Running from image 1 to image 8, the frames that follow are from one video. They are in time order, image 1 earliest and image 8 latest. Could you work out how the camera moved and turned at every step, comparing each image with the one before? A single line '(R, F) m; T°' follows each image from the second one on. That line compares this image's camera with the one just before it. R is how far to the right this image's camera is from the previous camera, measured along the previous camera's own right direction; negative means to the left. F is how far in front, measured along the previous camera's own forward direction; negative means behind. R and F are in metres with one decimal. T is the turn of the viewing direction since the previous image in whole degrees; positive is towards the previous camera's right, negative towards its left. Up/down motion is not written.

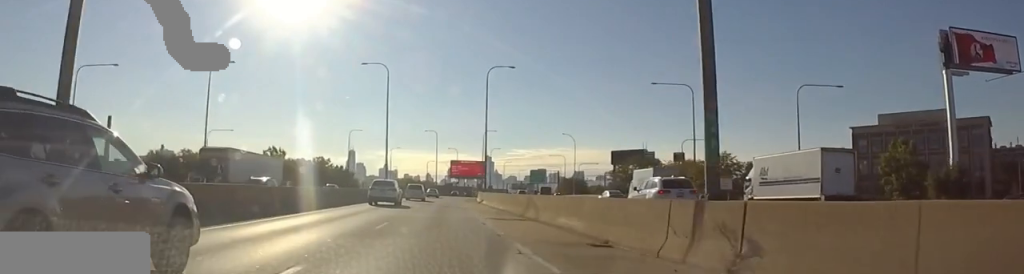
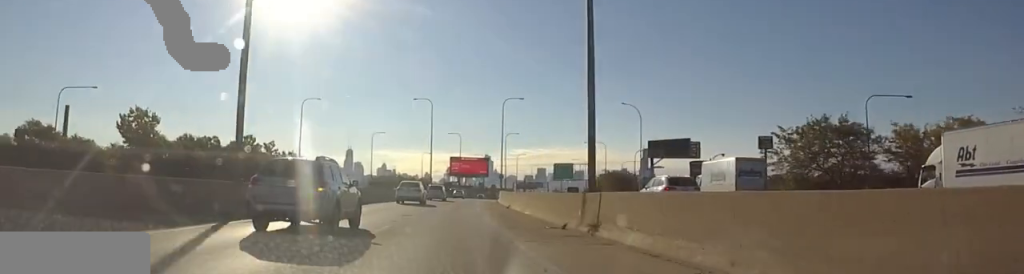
(+0.1, +50.8) m; +1°
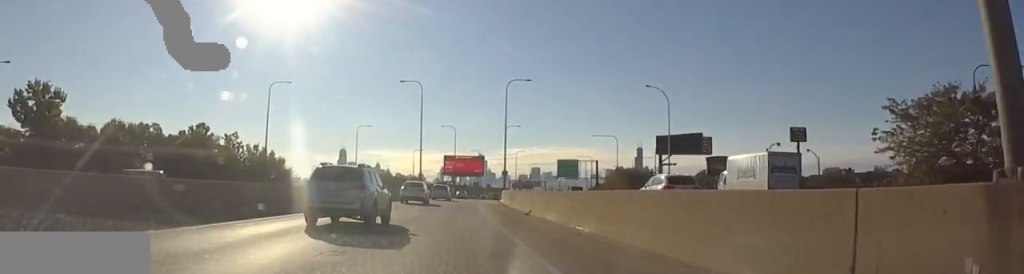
(+0.1, +15.3) m; +1°
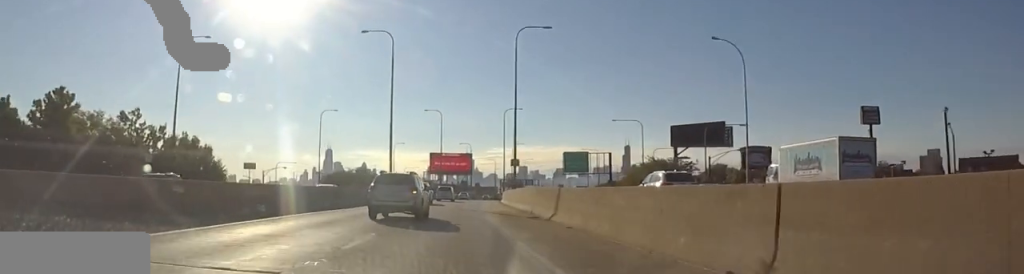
(+0.1, +25.7) m; +2°
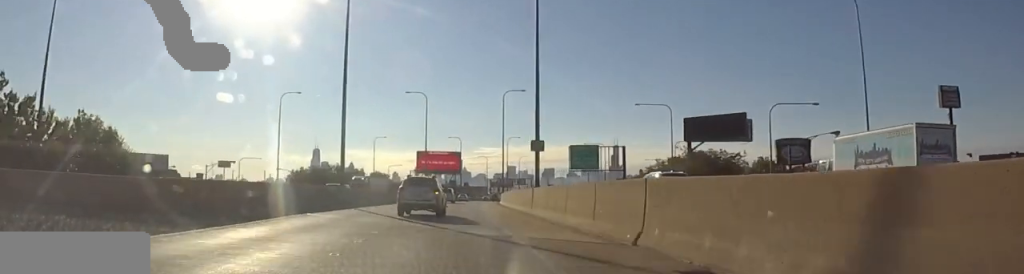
(+0.6, +20.1) m; 0°
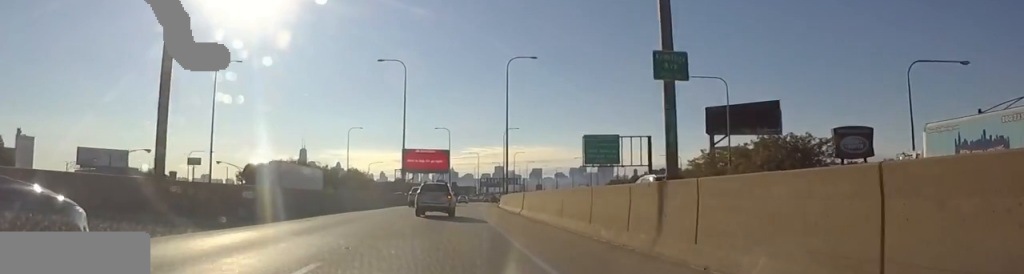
(0.0, +22.1) m; +1°
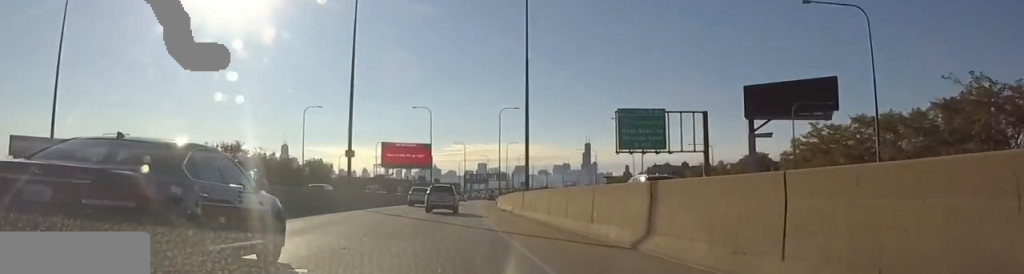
(+0.4, +26.5) m; +1°
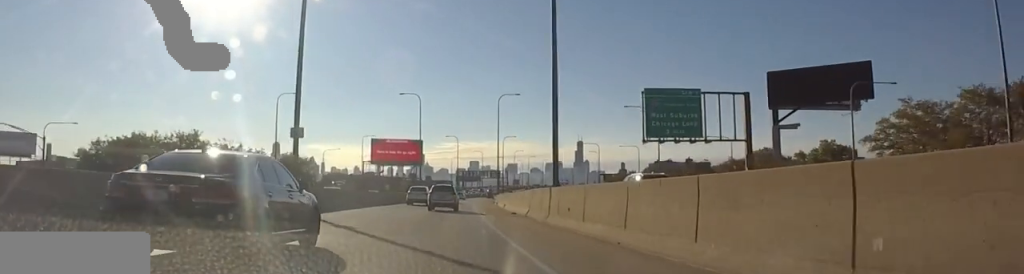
(+0.7, +11.6) m; 0°
